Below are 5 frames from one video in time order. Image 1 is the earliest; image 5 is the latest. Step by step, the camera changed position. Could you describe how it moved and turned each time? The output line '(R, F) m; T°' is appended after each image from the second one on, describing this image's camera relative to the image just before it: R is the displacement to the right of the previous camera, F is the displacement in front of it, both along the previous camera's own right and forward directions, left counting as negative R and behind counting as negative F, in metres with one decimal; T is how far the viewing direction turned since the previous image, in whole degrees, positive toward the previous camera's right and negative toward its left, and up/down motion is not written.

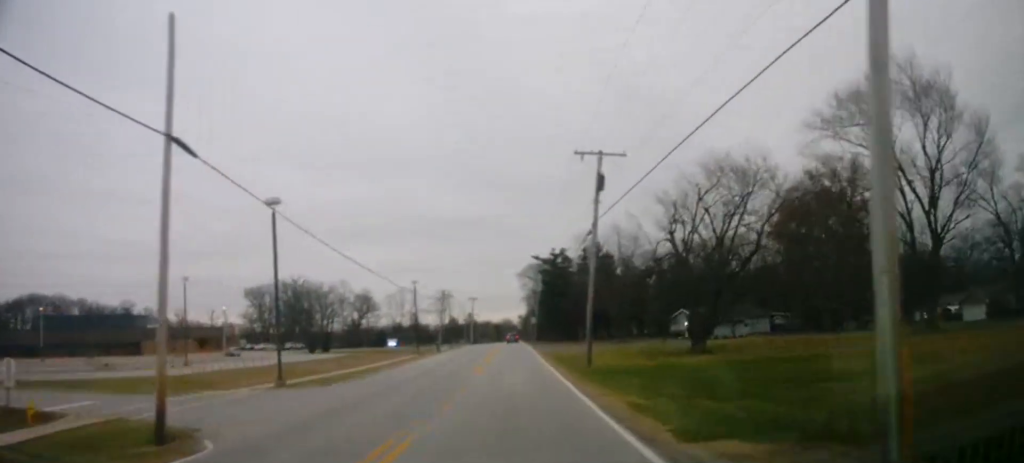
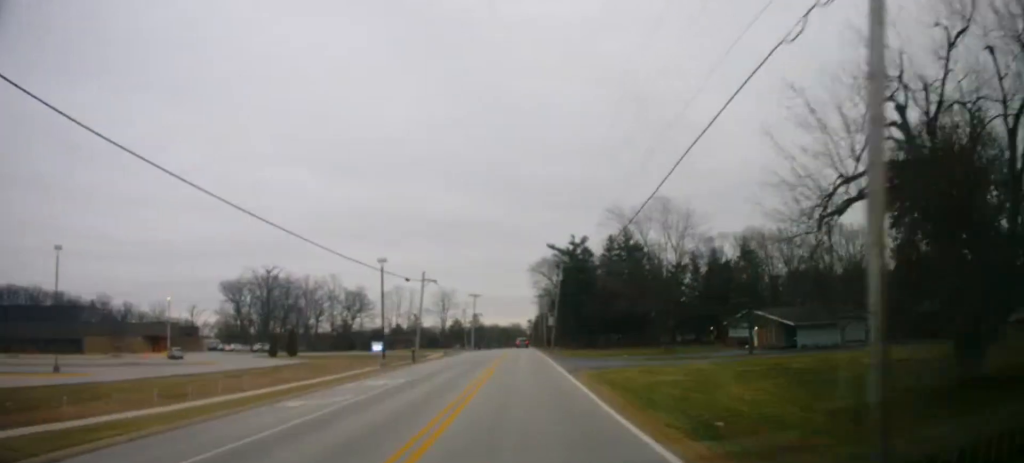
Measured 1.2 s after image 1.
(-0.4, +21.6) m; -1°
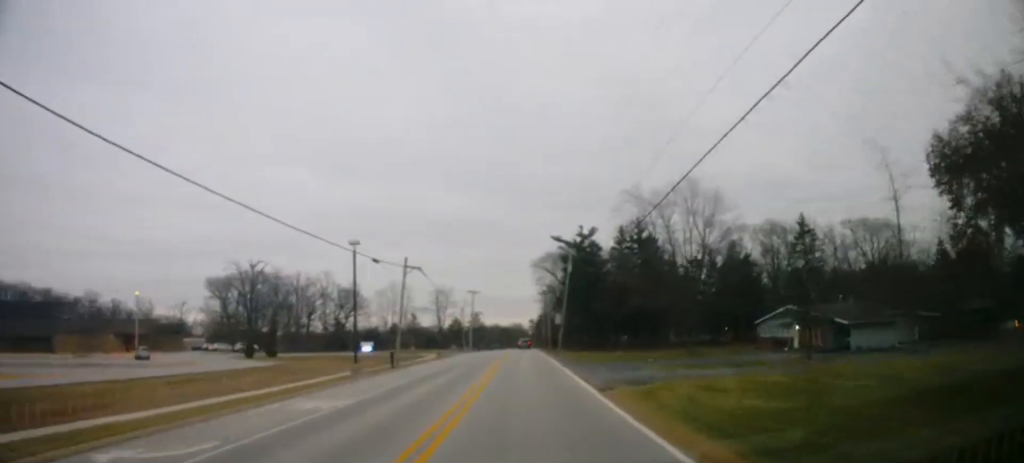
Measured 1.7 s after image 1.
(-0.3, +8.9) m; 0°
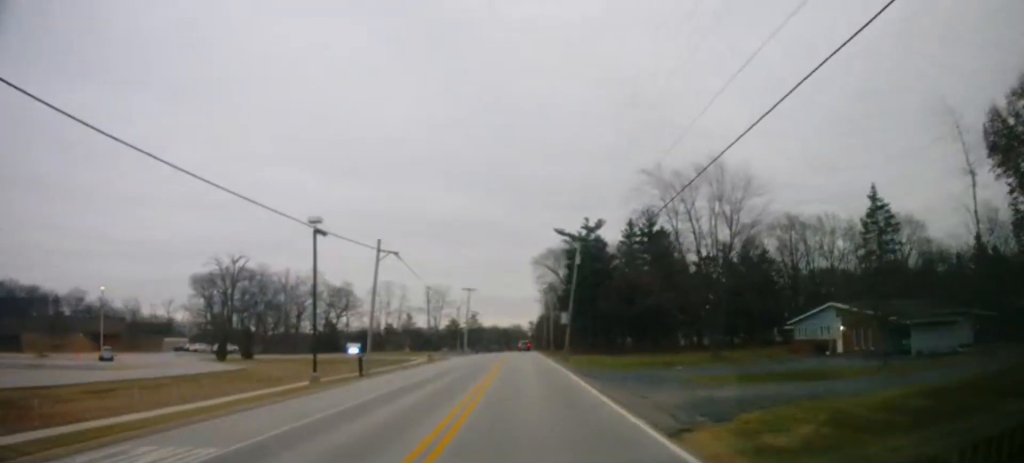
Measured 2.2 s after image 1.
(+0.2, +8.0) m; +1°
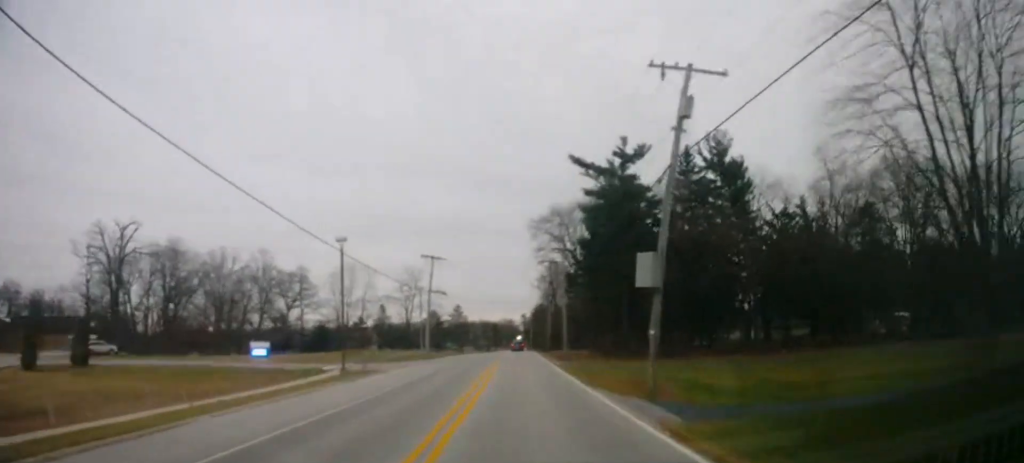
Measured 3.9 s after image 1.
(+0.6, +33.3) m; +1°
